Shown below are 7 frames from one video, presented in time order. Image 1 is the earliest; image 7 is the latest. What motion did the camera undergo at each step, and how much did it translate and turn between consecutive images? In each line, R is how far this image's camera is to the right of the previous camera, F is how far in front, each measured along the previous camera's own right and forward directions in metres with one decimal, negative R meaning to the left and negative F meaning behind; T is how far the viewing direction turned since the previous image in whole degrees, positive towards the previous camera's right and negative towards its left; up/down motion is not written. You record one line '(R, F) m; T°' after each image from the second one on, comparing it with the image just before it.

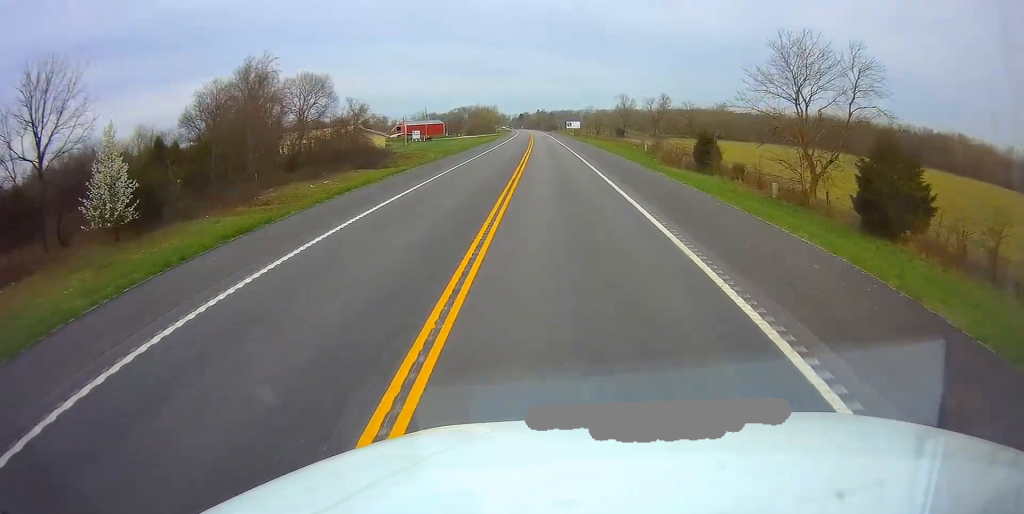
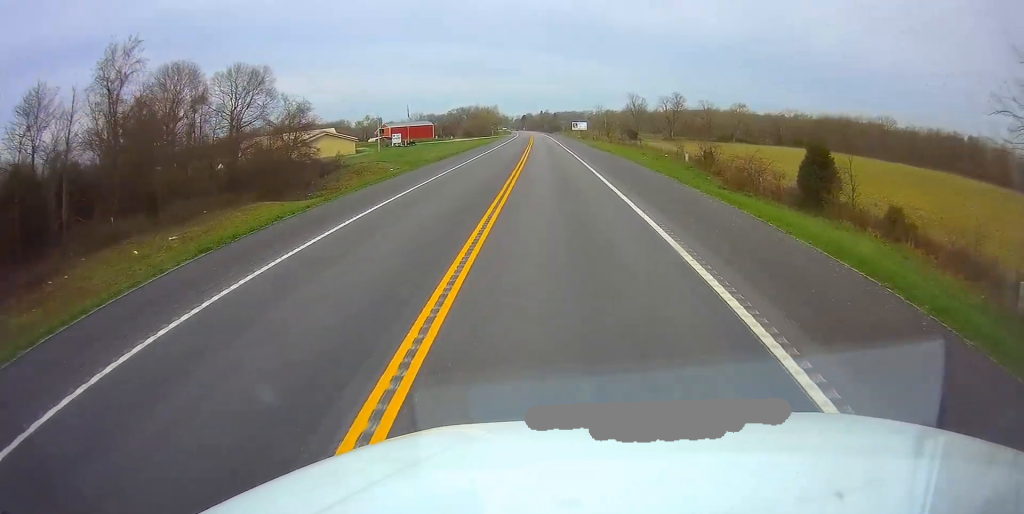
(0.0, +25.8) m; +1°
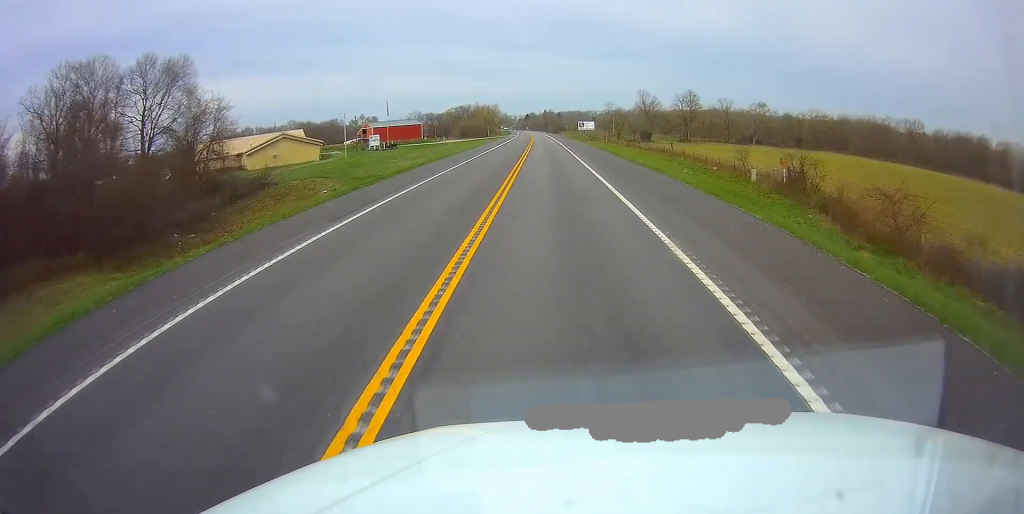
(+0.3, +21.7) m; 0°
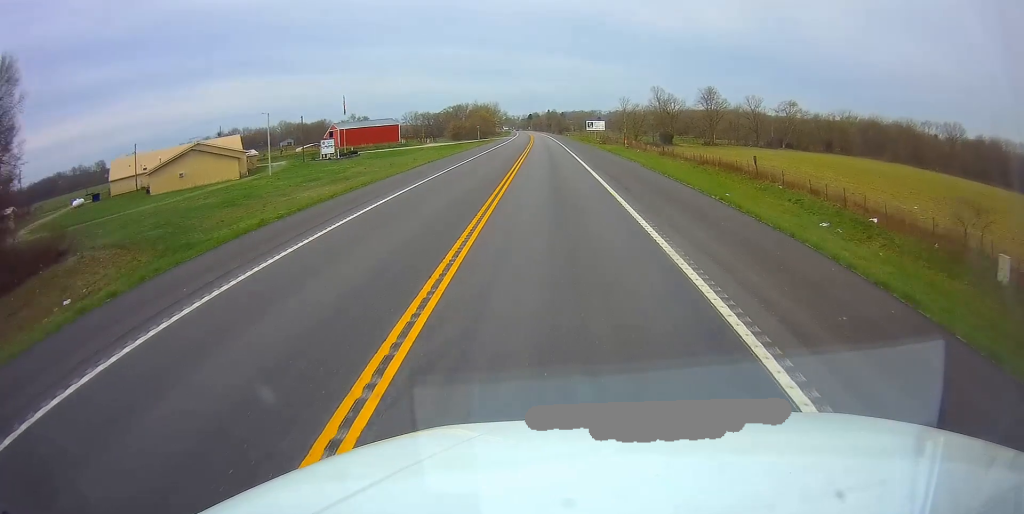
(-0.3, +28.7) m; -2°
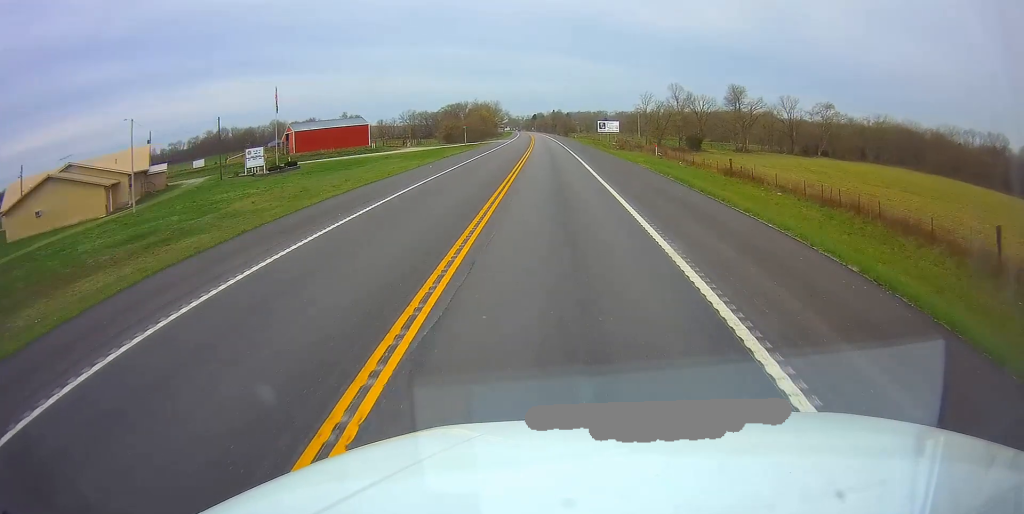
(-0.4, +26.5) m; -1°
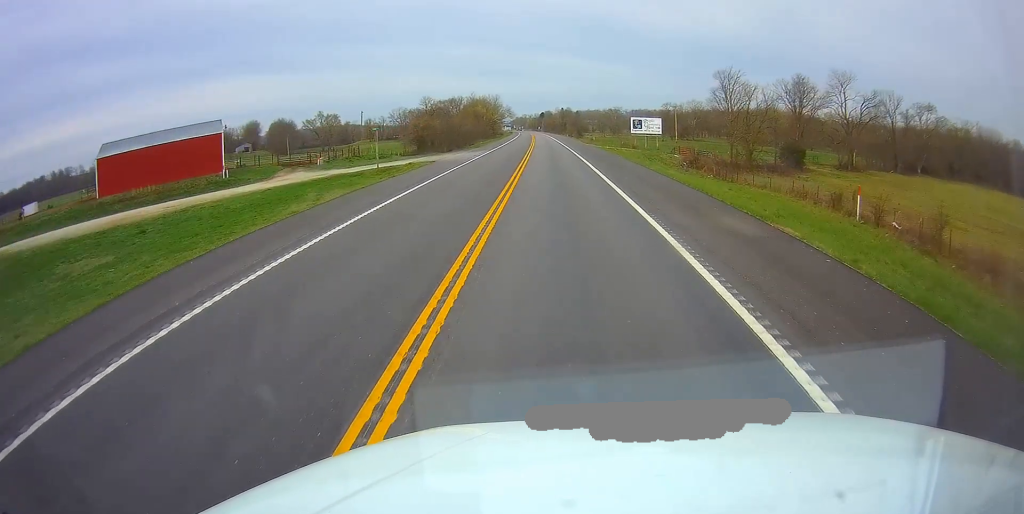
(+0.4, +53.4) m; 0°
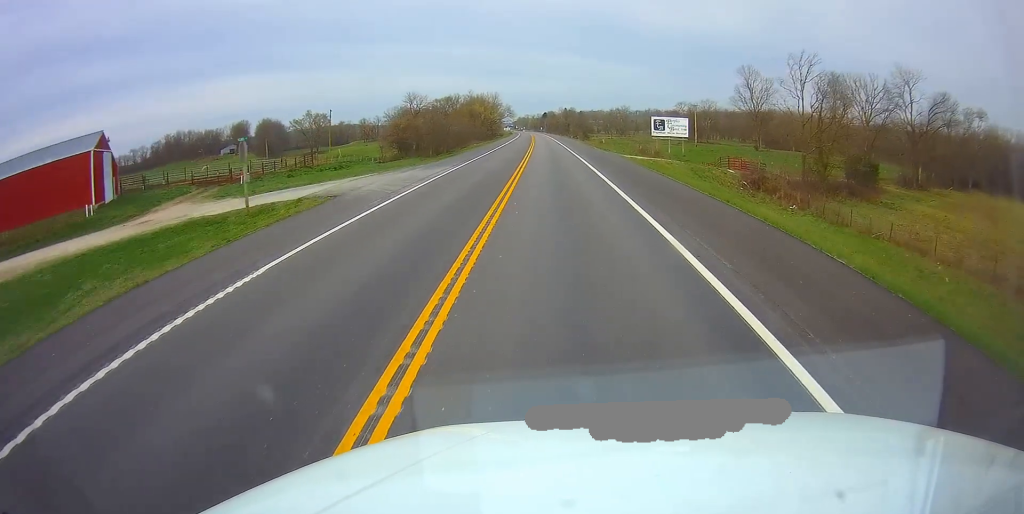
(0.0, +19.8) m; -1°
